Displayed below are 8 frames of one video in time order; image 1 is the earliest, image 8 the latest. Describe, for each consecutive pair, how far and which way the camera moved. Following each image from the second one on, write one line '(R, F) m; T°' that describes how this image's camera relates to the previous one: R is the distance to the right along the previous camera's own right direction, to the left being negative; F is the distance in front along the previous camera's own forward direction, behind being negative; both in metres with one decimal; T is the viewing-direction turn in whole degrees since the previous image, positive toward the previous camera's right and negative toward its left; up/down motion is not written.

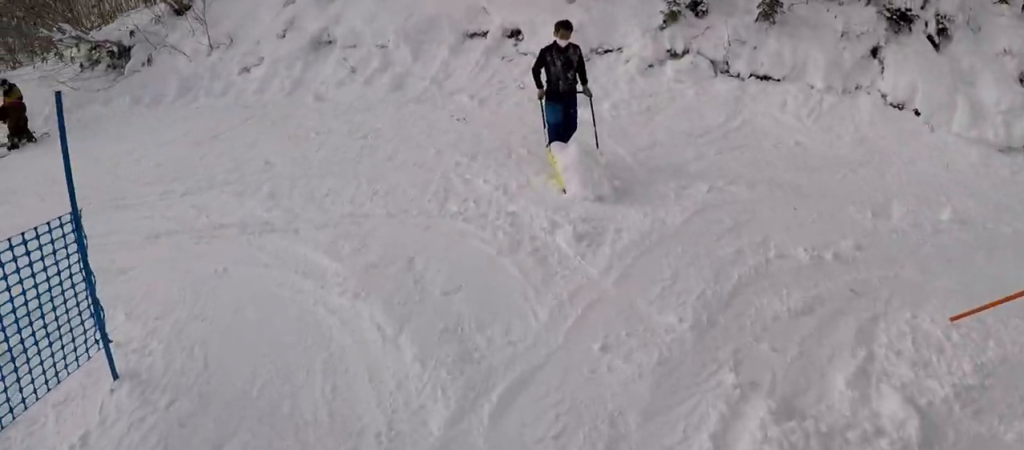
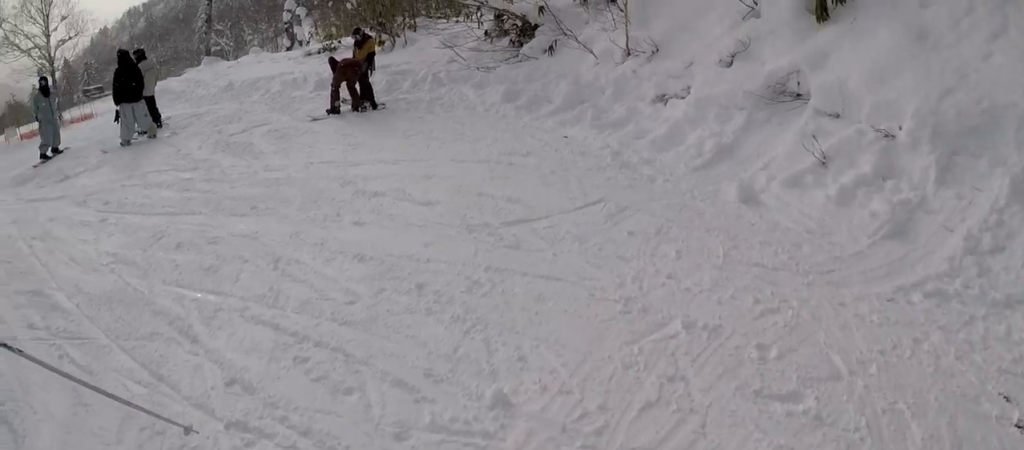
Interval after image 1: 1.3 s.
(0.0, +3.4) m; -32°
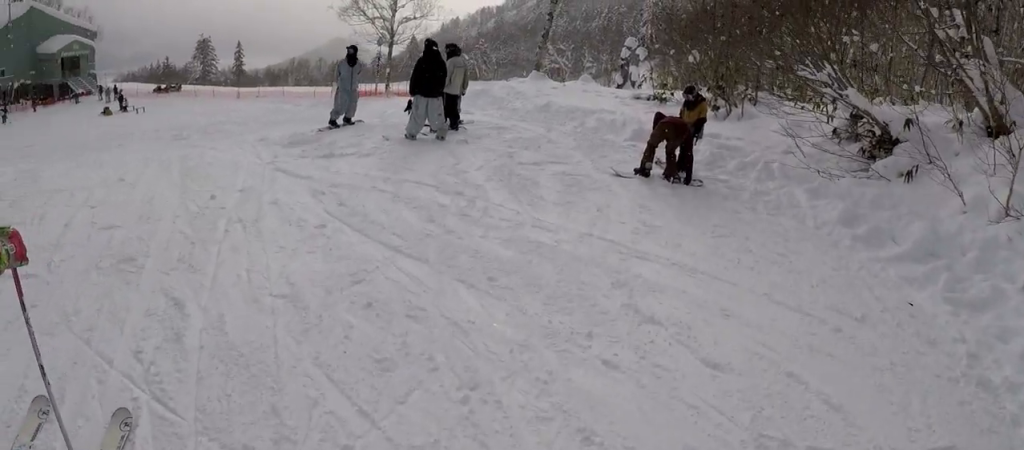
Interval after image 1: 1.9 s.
(-0.7, +1.4) m; -23°
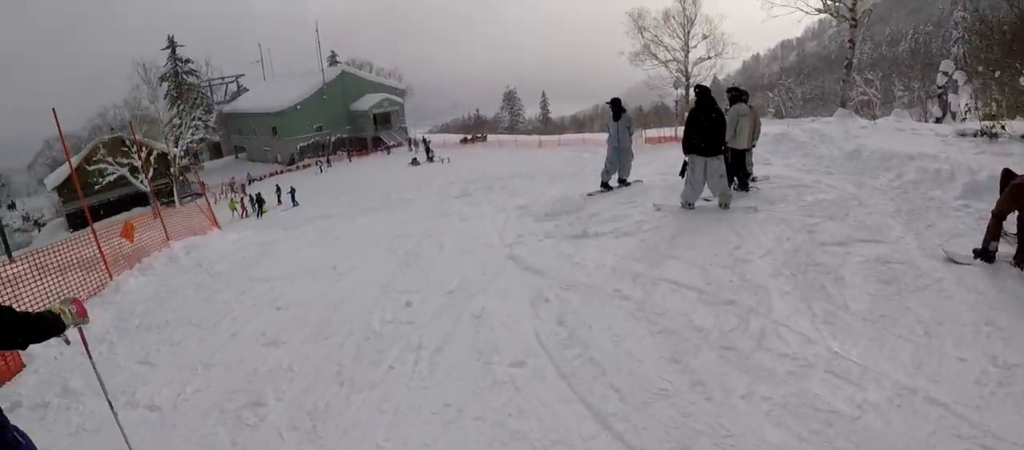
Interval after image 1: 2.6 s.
(-0.4, +2.2) m; -29°
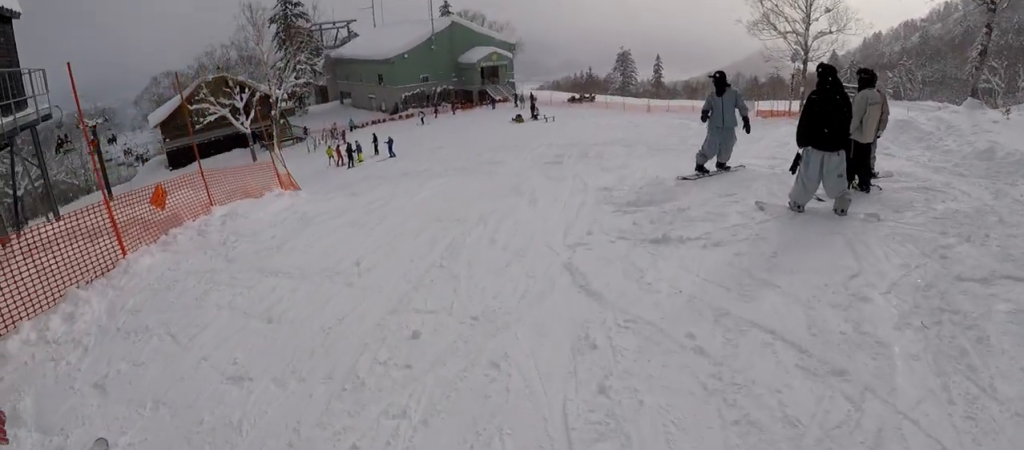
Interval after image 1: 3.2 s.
(+0.1, +1.4) m; -15°
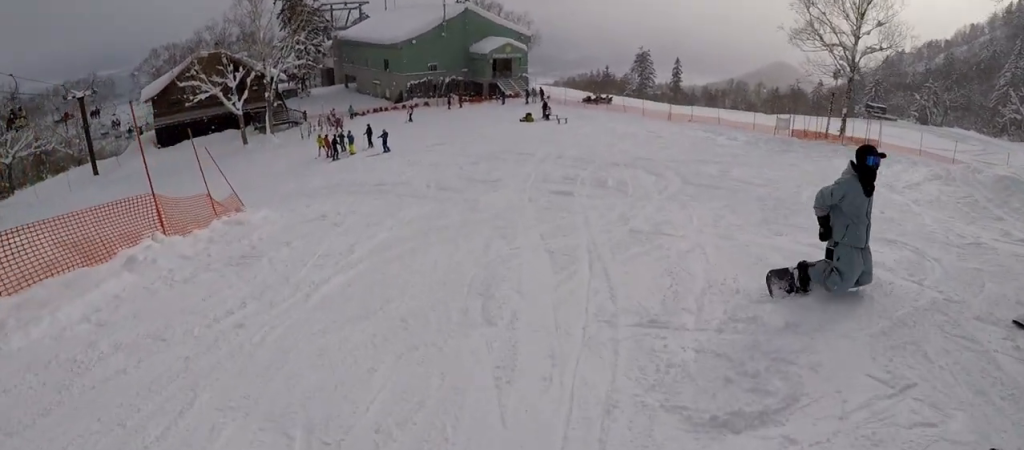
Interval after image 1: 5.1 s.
(0.0, +4.1) m; -21°
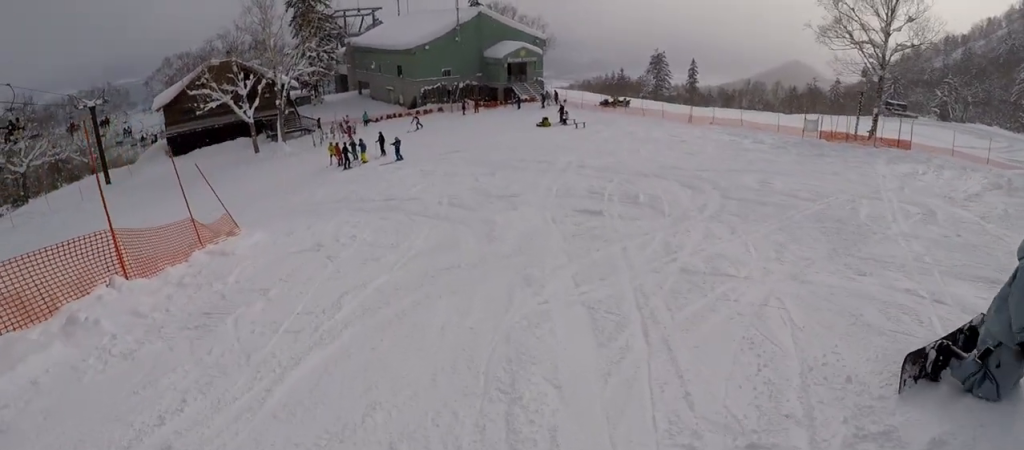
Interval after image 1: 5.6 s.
(-1.2, +1.7) m; -7°
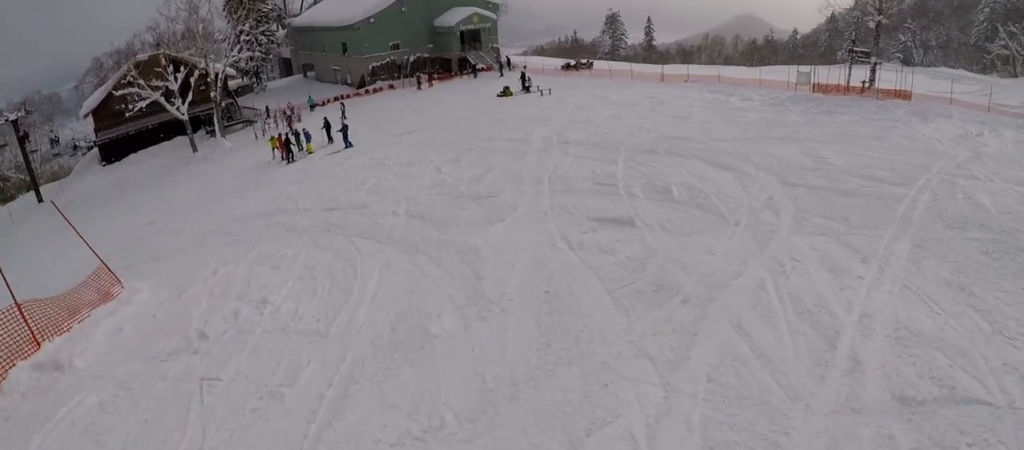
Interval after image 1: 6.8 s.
(+0.1, +4.2) m; +13°
